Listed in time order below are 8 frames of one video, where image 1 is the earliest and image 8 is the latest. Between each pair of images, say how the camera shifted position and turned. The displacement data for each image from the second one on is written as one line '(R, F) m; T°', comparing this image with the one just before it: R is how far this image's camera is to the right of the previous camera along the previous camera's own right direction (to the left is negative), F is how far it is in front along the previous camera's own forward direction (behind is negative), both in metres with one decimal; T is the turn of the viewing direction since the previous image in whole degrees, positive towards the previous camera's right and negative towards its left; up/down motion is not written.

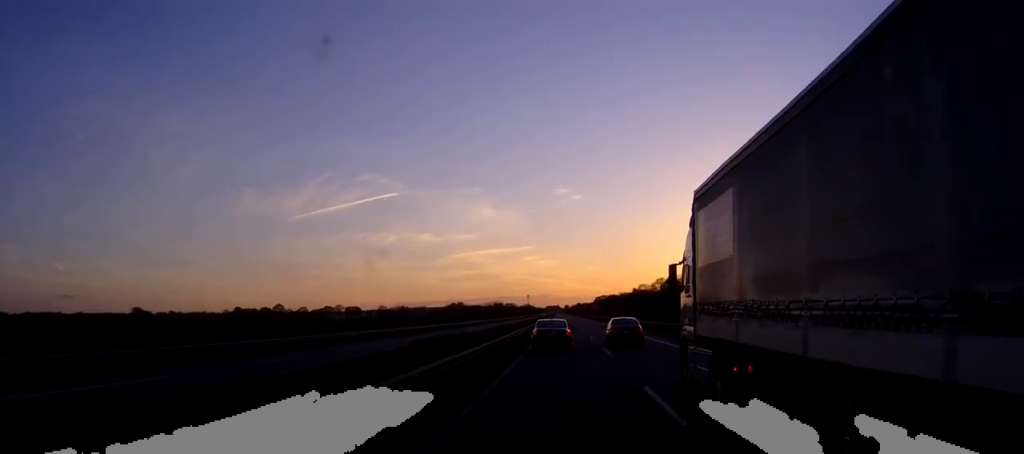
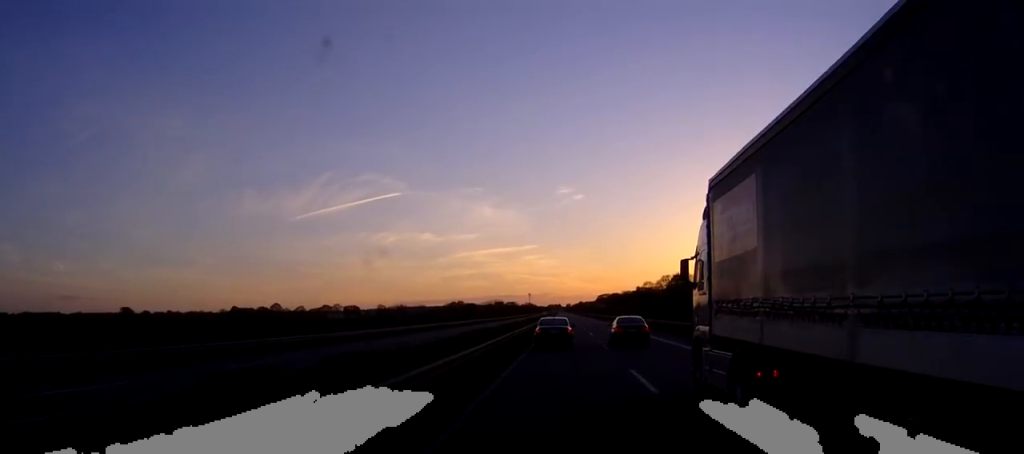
(0.0, +13.5) m; 0°
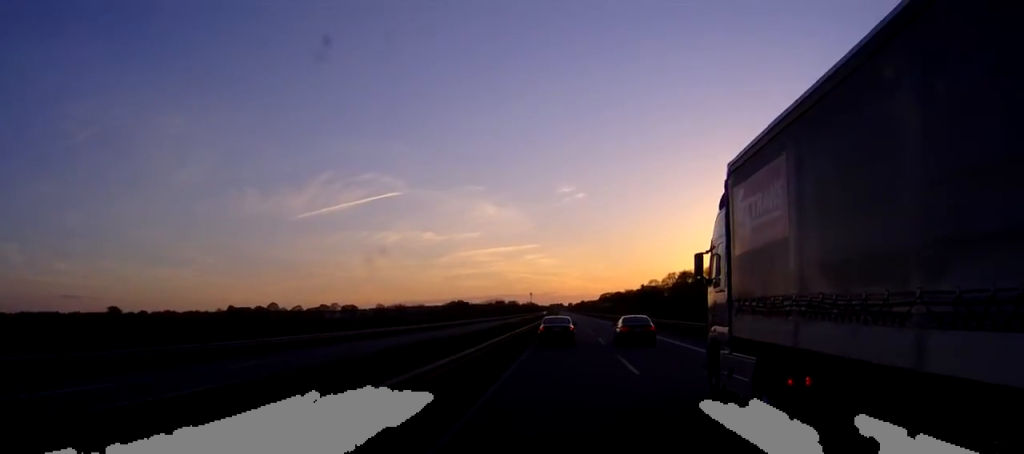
(0.0, +13.5) m; 0°
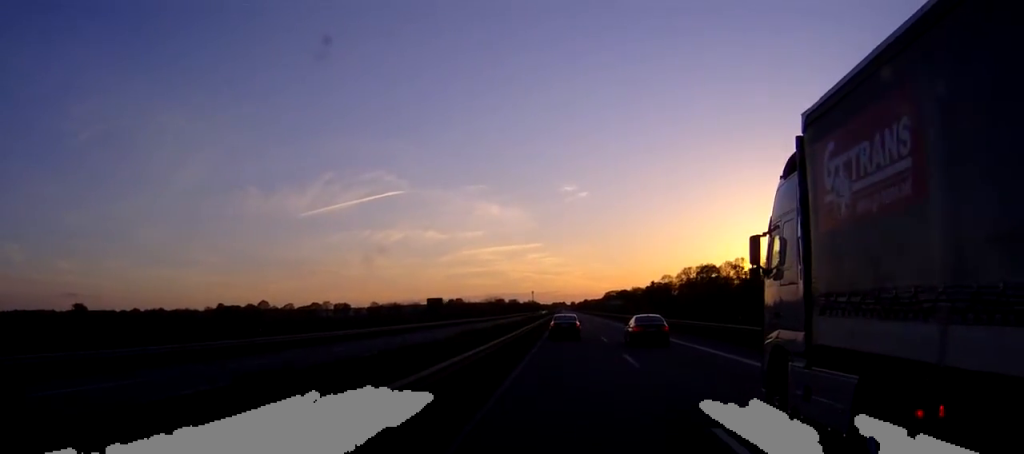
(0.0, +33.3) m; 0°
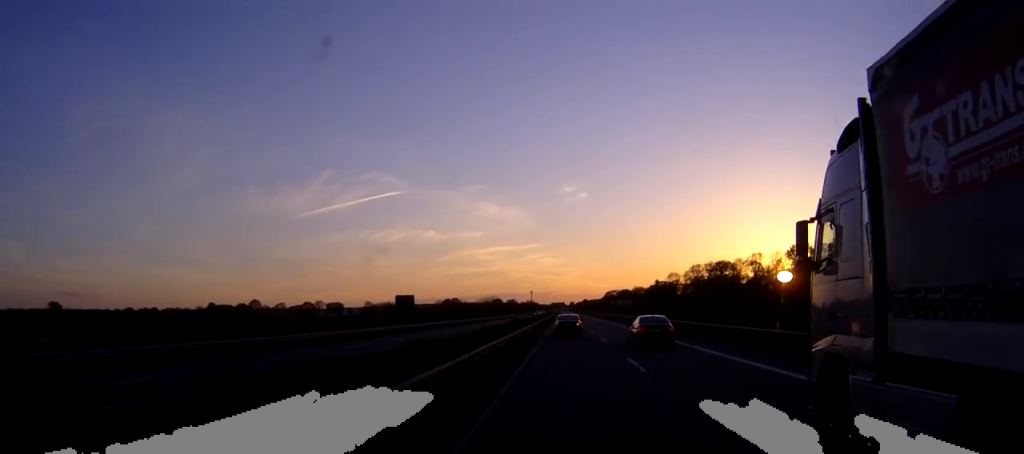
(0.0, +19.8) m; 0°
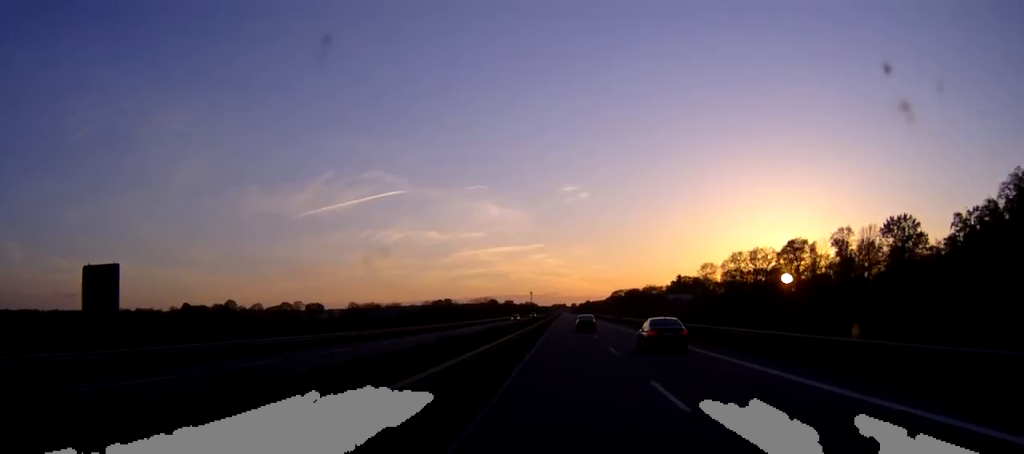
(0.0, +61.4) m; 0°
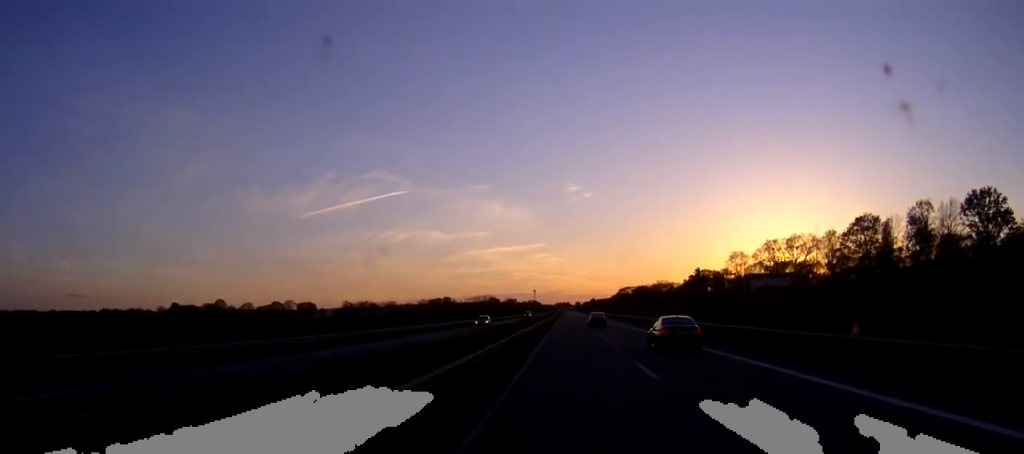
(-0.1, +30.7) m; 0°
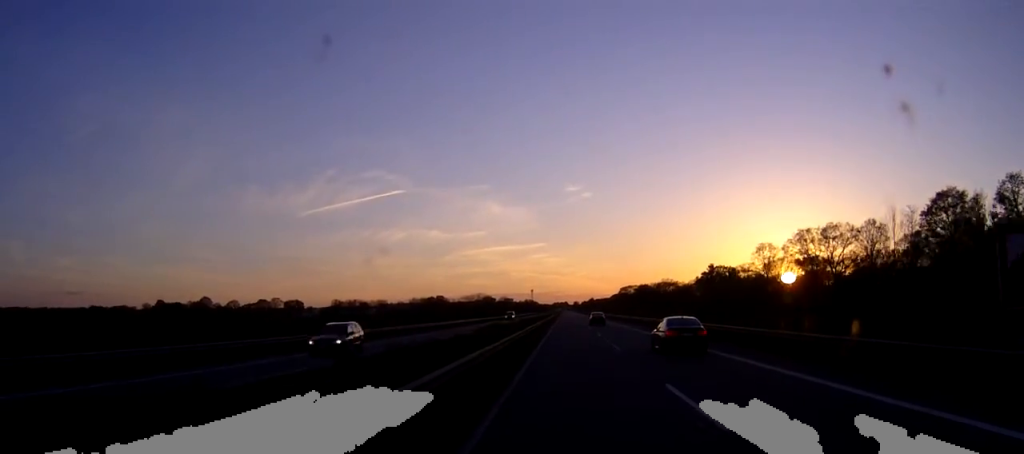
(0.0, +25.2) m; 0°
